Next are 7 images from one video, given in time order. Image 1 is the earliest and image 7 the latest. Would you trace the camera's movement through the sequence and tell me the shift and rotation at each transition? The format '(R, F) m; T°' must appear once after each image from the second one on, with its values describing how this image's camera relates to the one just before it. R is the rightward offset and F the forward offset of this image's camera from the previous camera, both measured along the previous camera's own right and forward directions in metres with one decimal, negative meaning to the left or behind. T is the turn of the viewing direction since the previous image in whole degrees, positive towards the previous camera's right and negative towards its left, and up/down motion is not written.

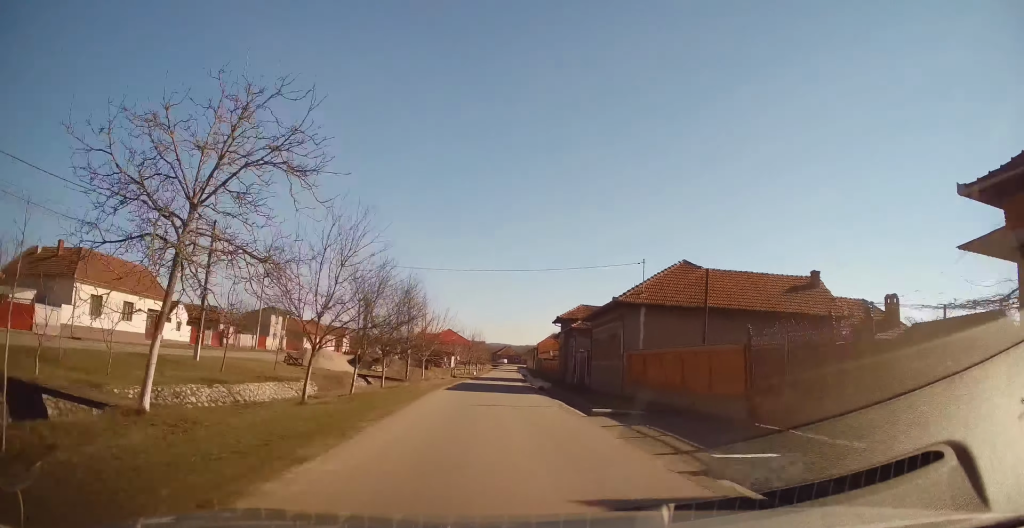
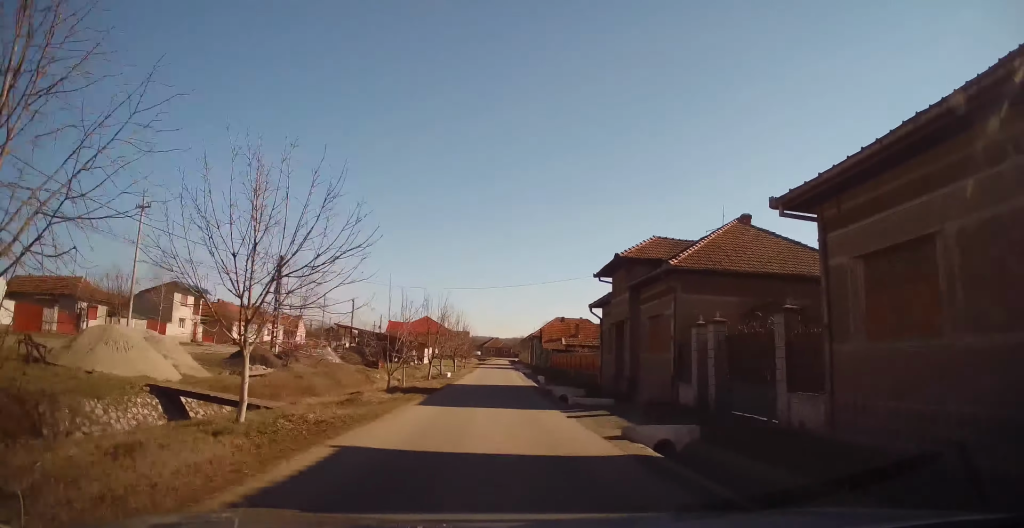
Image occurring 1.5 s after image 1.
(+0.8, +25.0) m; +2°
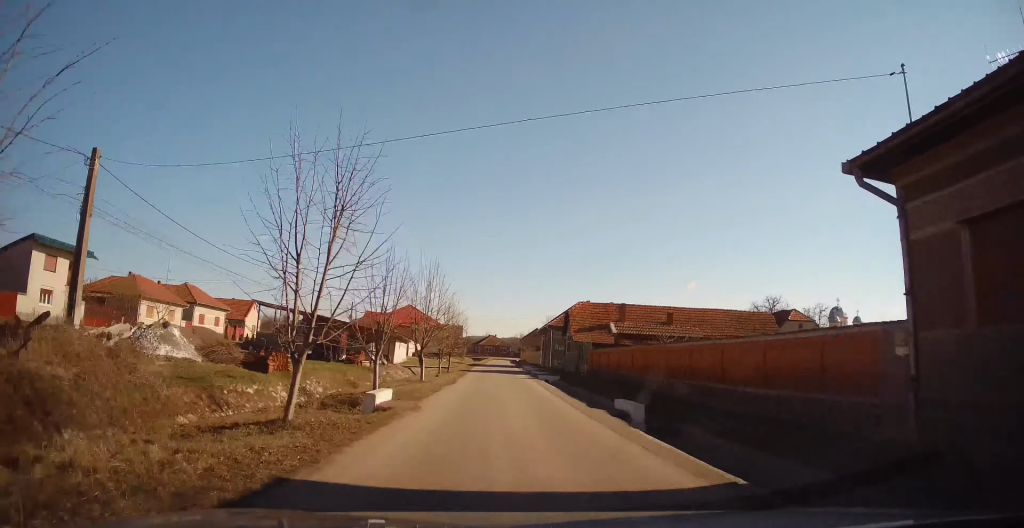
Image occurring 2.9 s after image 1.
(-0.3, +22.6) m; -1°
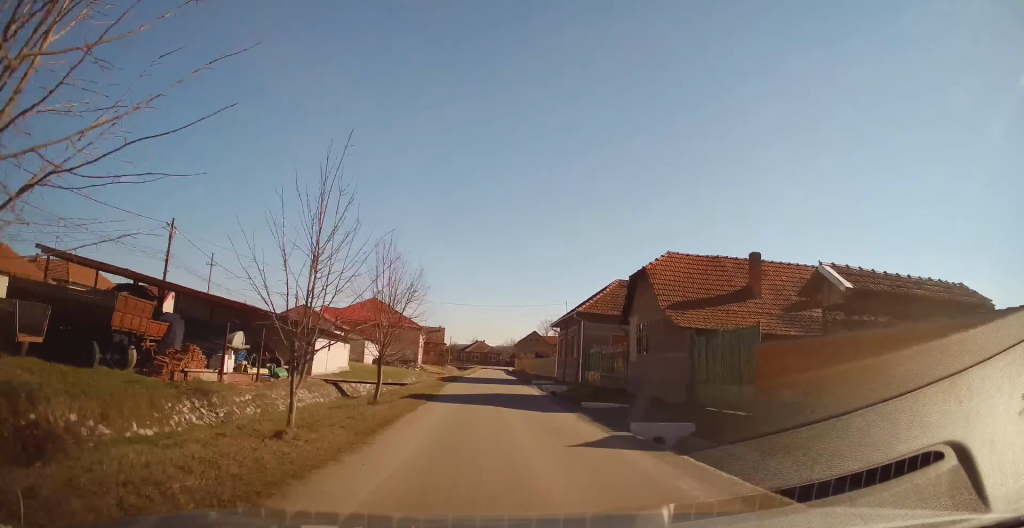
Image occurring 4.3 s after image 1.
(+0.5, +23.0) m; +3°
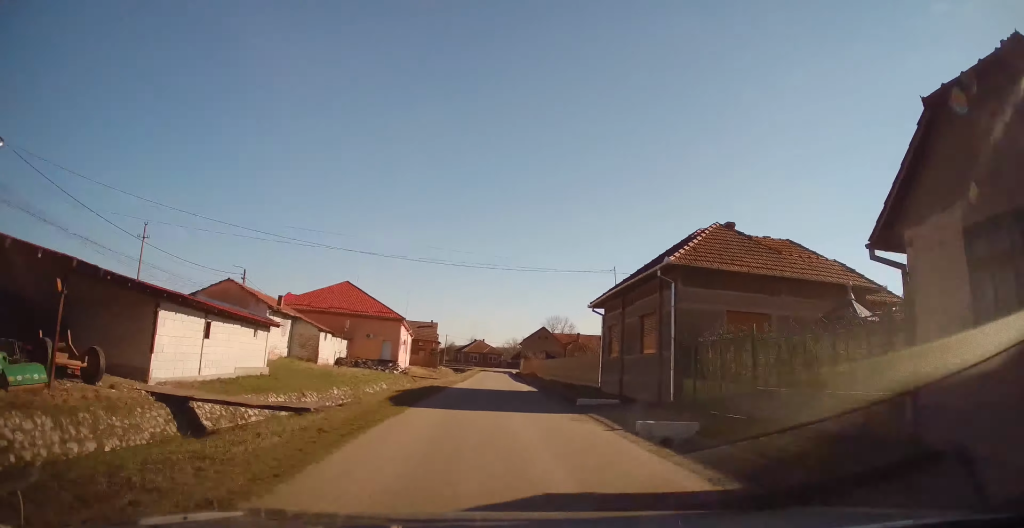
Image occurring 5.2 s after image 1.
(+0.3, +16.4) m; 0°
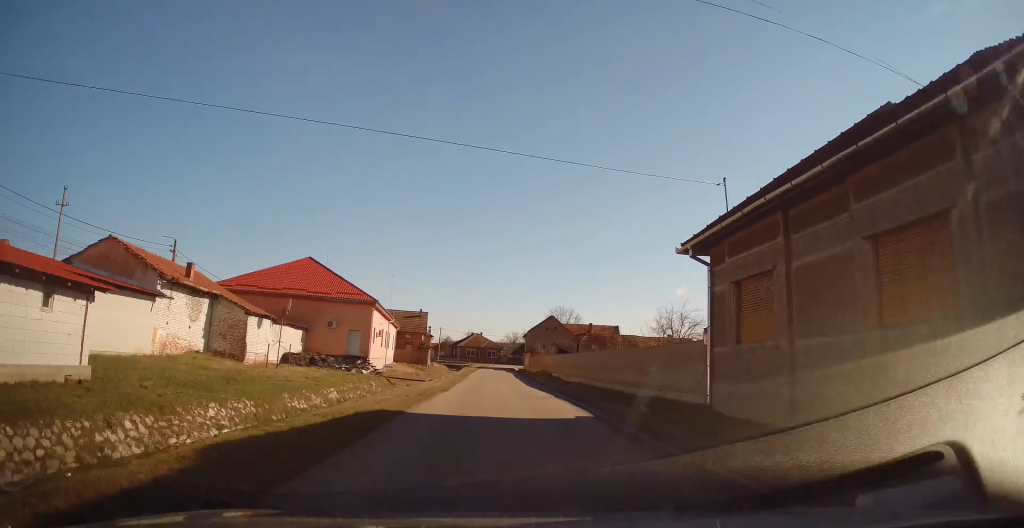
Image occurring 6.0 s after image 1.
(0.0, +13.5) m; -1°
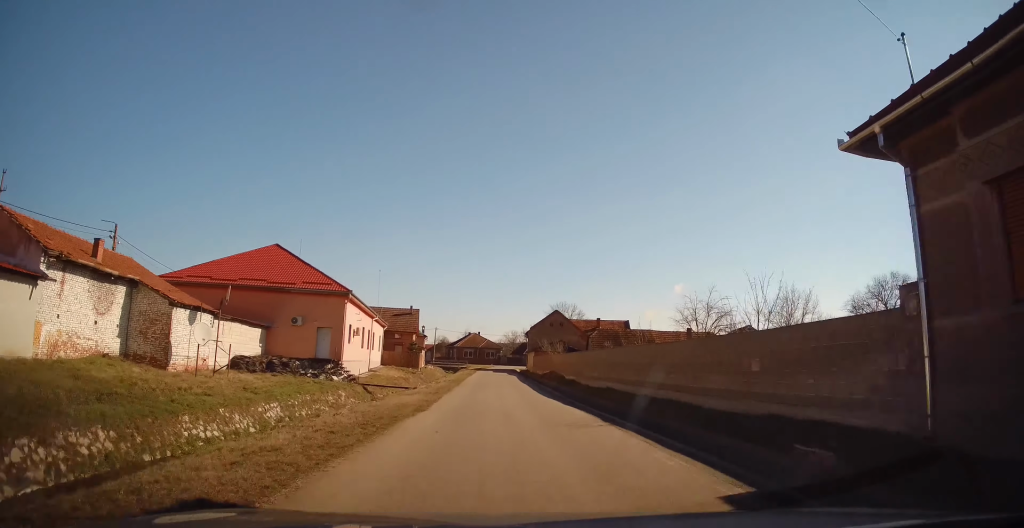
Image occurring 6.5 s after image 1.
(-0.3, +7.8) m; +1°
